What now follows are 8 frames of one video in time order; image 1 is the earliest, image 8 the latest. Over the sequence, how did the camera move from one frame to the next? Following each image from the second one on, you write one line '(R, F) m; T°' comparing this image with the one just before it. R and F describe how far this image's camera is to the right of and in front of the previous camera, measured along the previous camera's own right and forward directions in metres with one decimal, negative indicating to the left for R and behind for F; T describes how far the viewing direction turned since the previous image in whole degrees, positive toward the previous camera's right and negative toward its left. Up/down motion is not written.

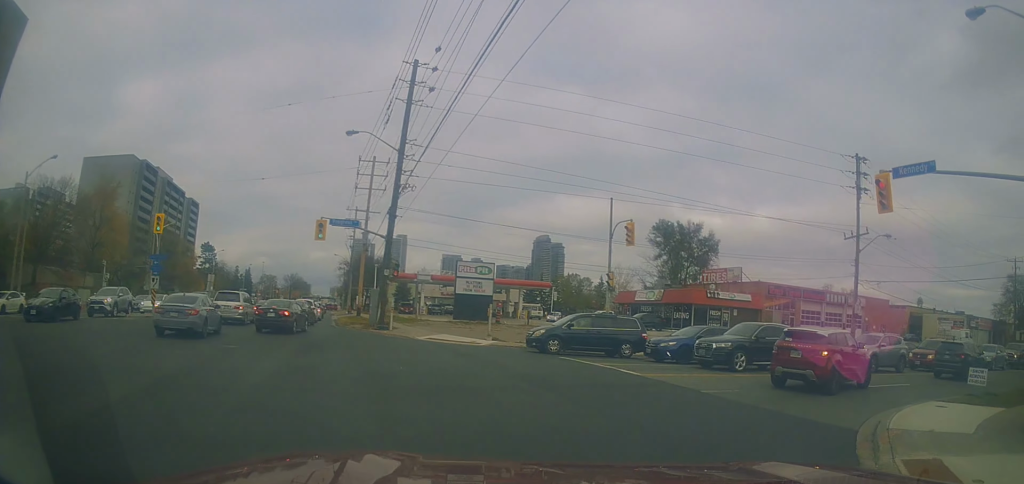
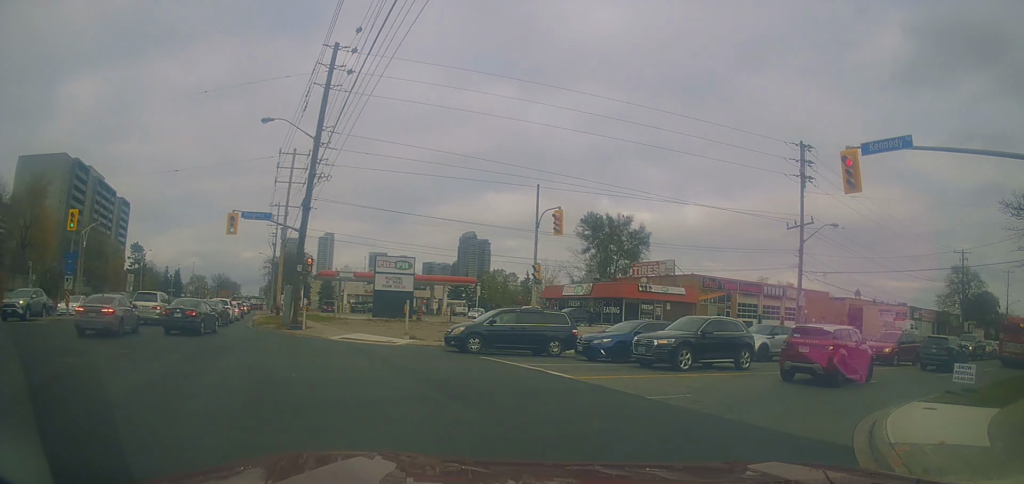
(+0.5, +2.1) m; +7°
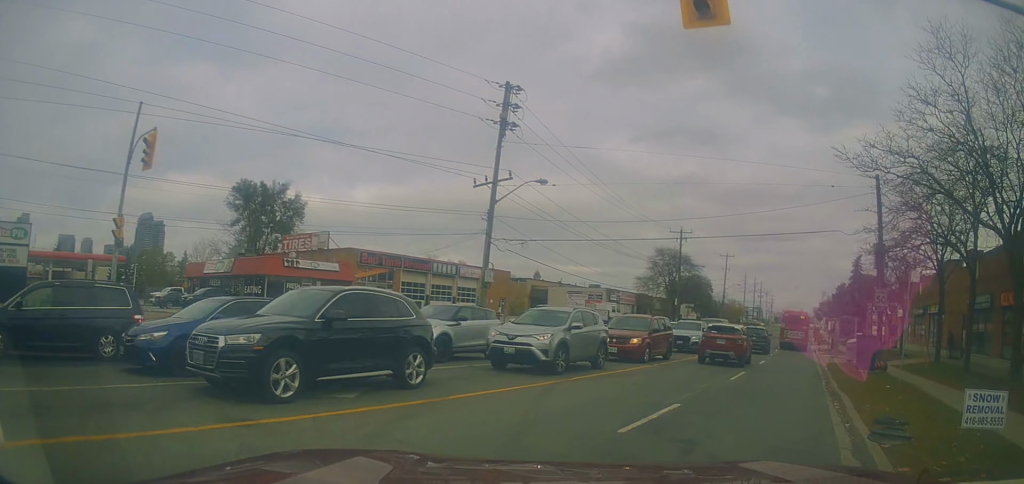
(+1.7, +8.4) m; +30°
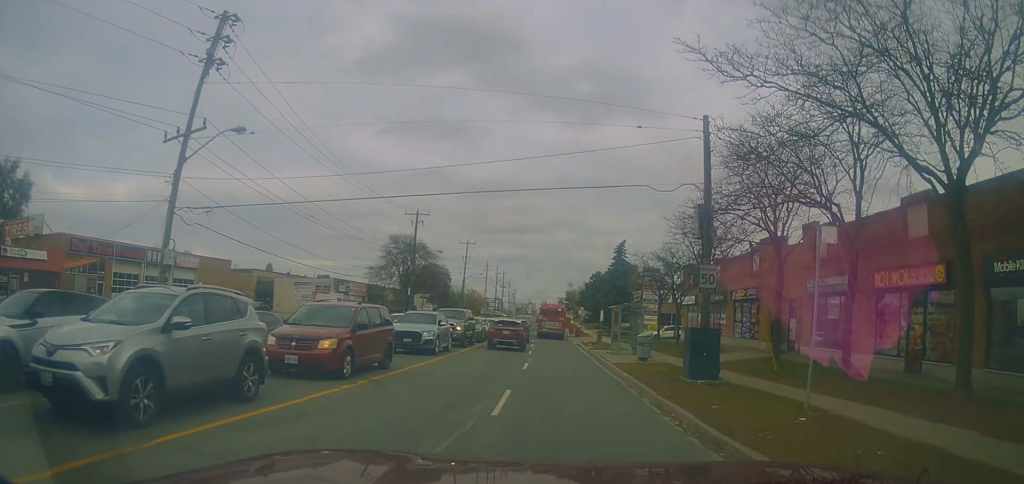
(+1.3, +7.1) m; +25°
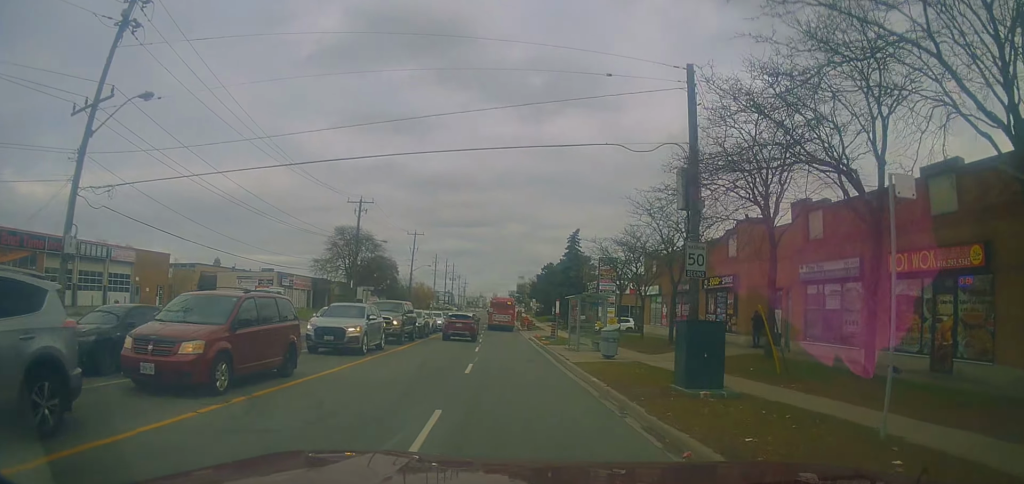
(+0.8, +3.5) m; +4°
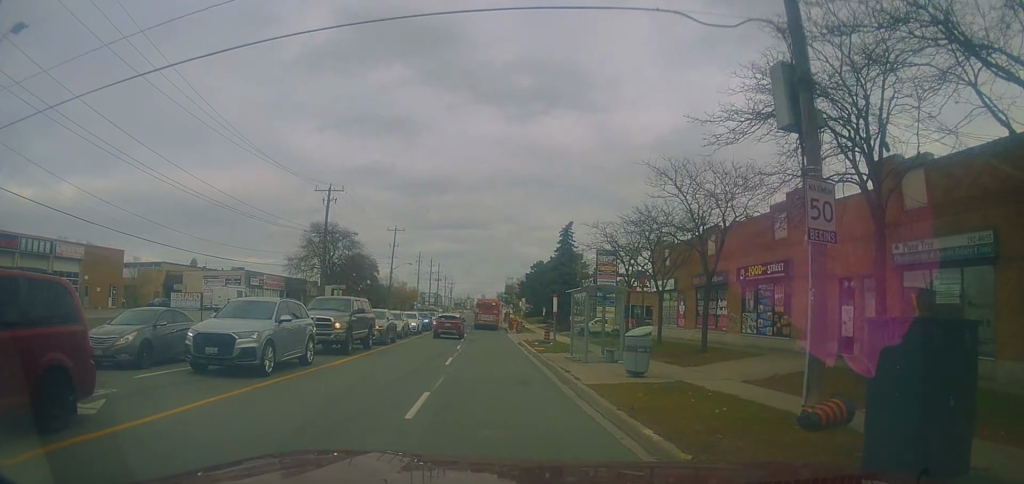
(0.0, +6.5) m; 0°
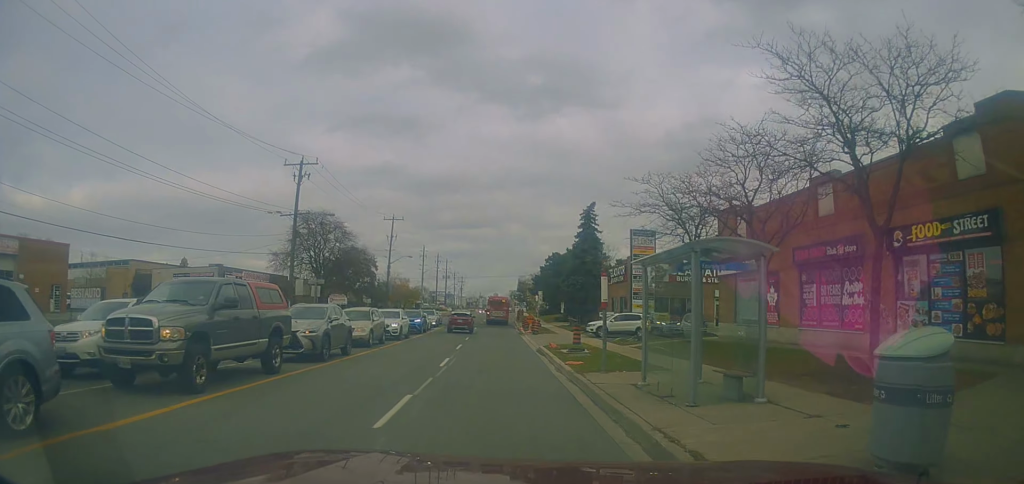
(+0.2, +9.9) m; +5°
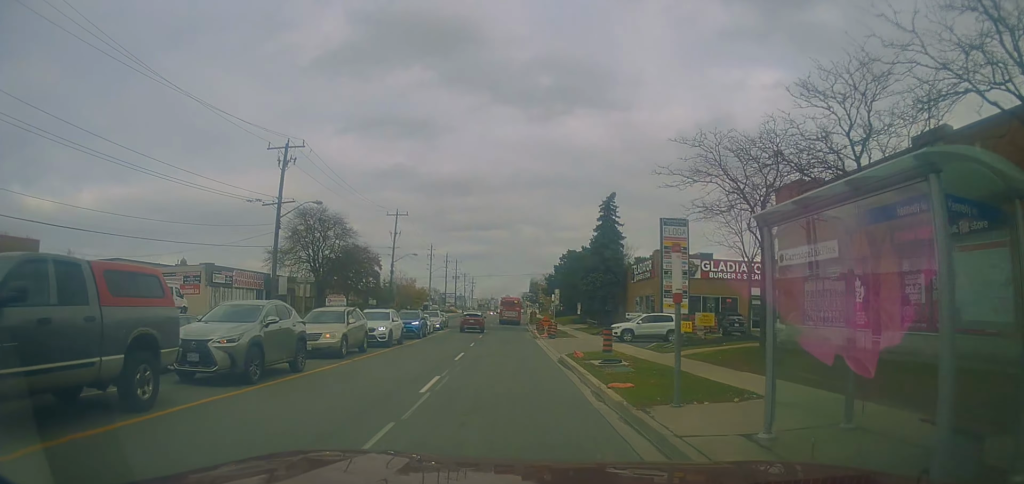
(+0.3, +5.2) m; -2°
